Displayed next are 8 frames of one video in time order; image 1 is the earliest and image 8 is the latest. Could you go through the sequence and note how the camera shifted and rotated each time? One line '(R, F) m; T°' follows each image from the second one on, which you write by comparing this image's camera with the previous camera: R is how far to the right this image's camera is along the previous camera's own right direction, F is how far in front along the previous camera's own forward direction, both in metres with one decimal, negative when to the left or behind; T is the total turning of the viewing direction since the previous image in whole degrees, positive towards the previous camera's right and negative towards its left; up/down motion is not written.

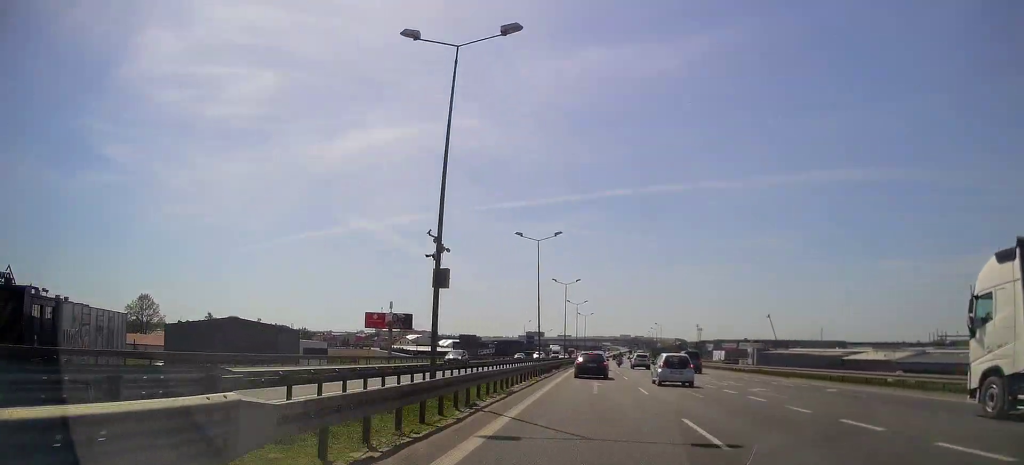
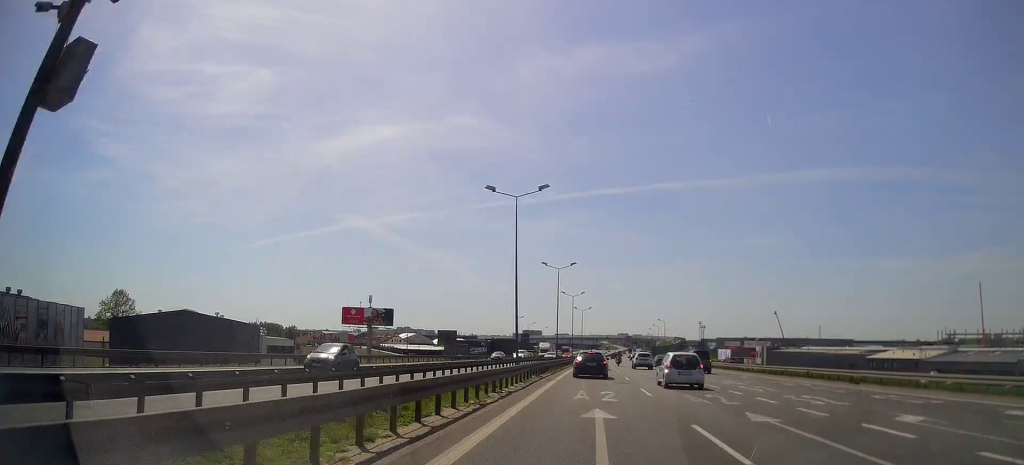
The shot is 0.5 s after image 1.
(-0.1, +13.3) m; 0°
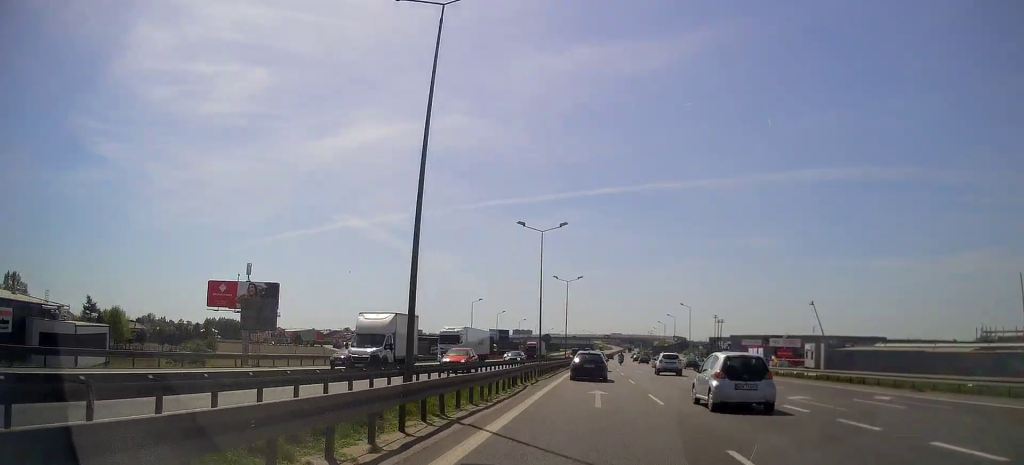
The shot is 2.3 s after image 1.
(+0.5, +51.8) m; +1°
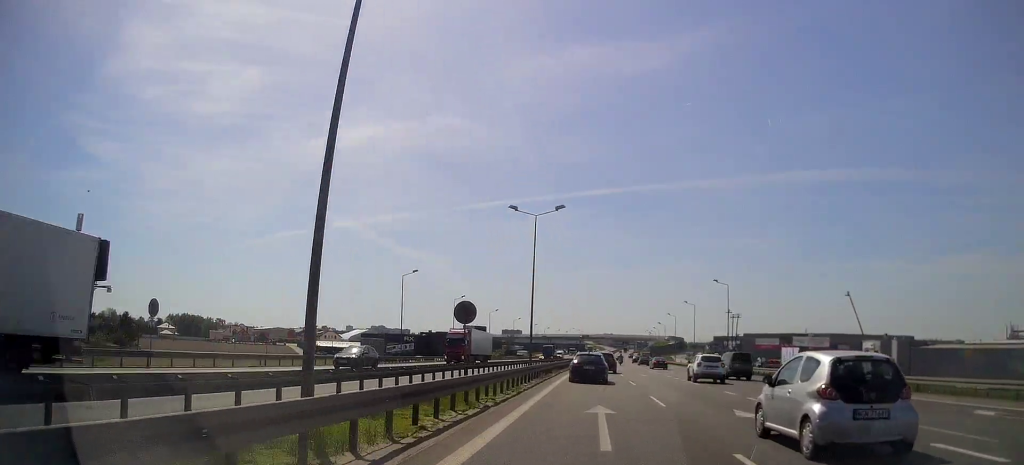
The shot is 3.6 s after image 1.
(+0.1, +36.7) m; +1°
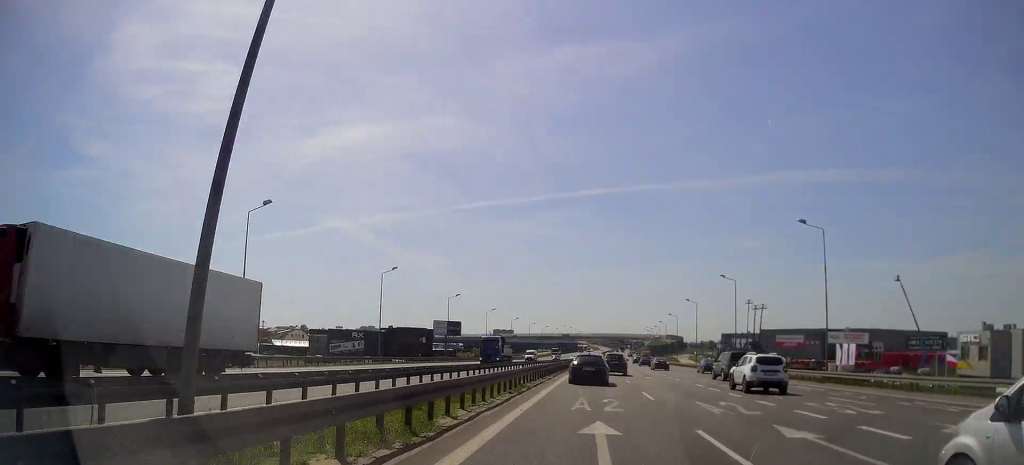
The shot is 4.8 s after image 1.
(+0.2, +33.4) m; 0°
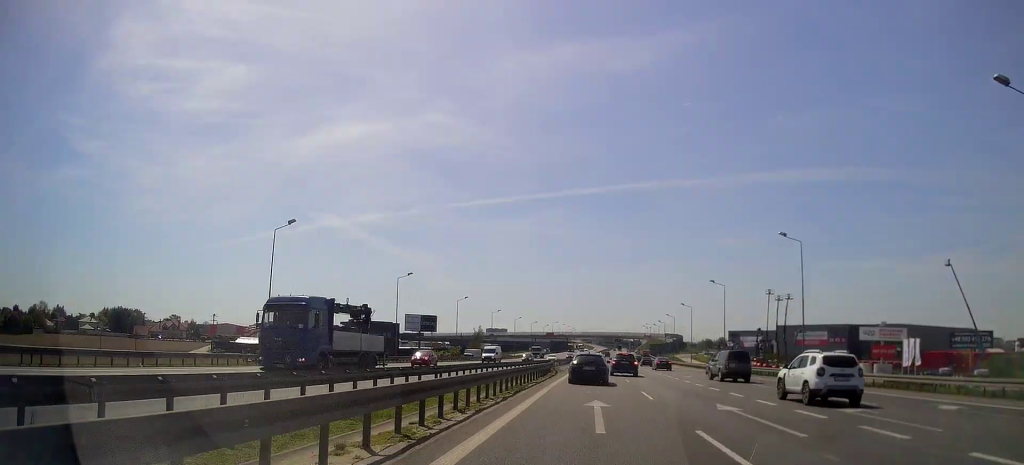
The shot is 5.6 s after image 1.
(-0.1, +24.3) m; 0°
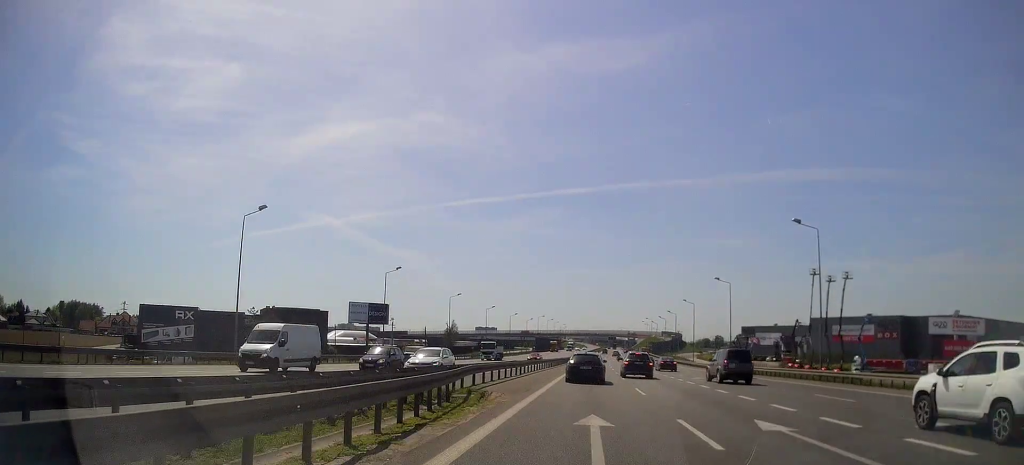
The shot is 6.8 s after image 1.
(+0.4, +34.5) m; +1°
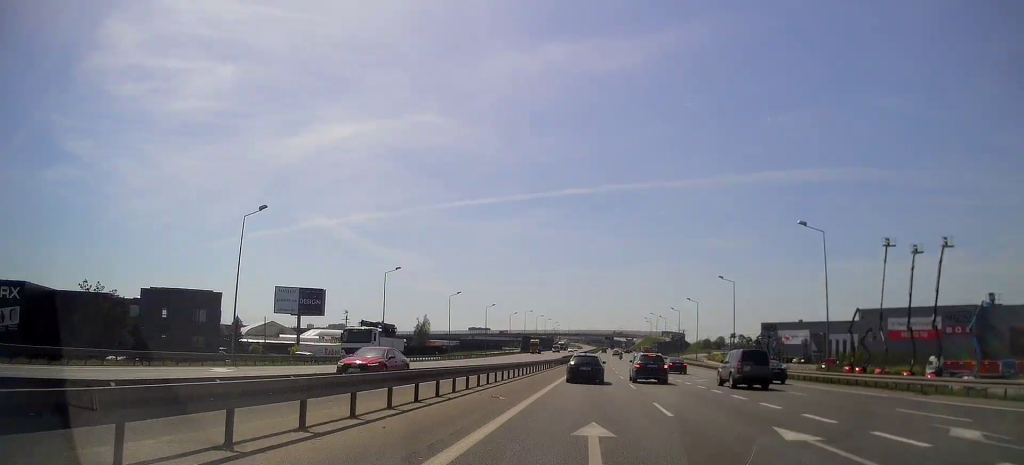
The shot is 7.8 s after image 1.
(0.0, +31.2) m; 0°
